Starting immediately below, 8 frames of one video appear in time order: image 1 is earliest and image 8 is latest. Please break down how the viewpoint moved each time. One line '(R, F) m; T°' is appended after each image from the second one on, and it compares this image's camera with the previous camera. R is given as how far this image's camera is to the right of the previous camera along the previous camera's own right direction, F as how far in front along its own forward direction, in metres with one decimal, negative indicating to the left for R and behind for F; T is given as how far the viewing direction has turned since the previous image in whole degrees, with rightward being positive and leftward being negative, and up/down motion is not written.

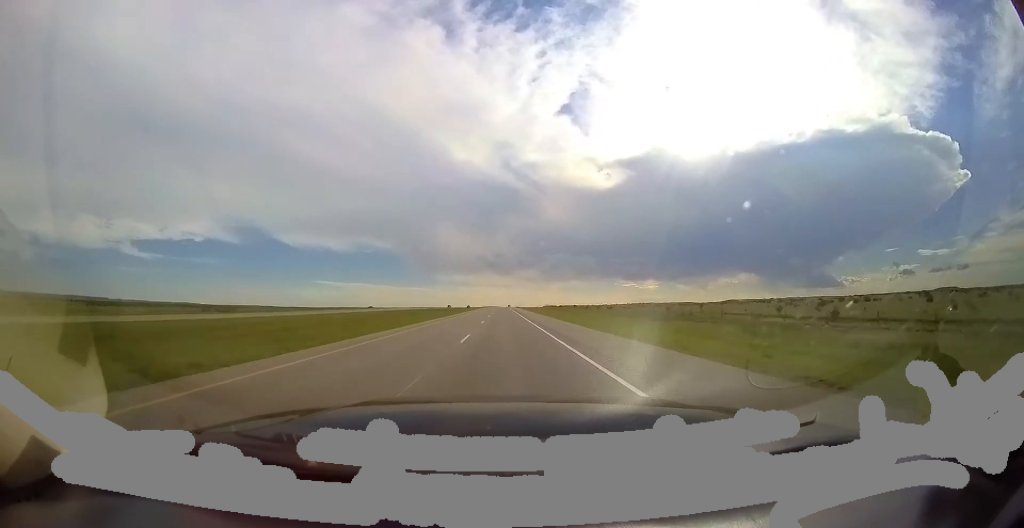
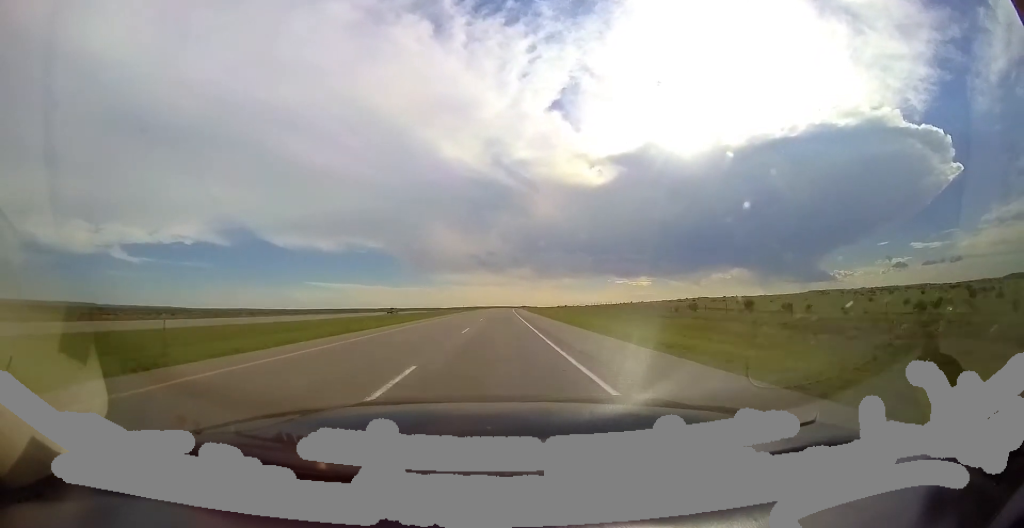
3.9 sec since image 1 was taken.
(+0.2, +140.8) m; +1°
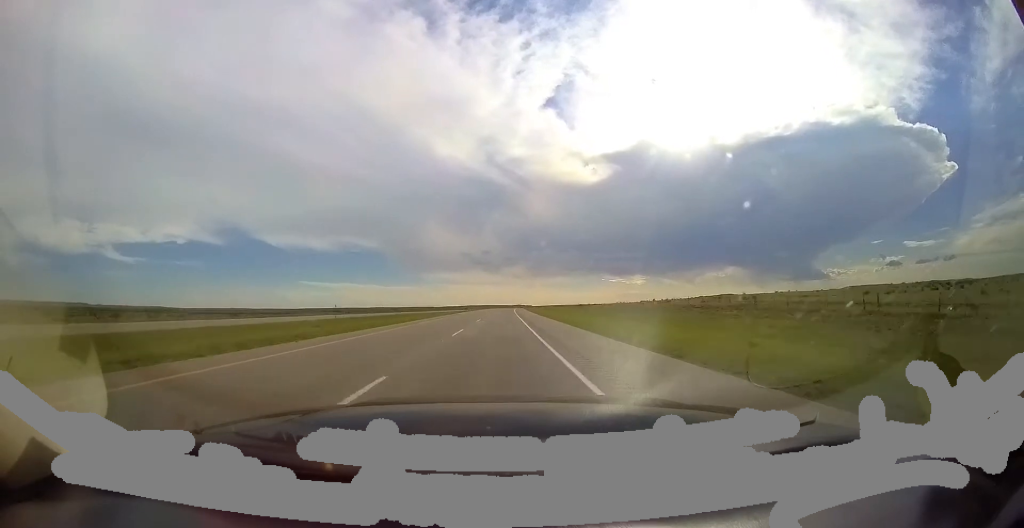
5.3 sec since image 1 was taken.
(-0.2, +50.1) m; +1°
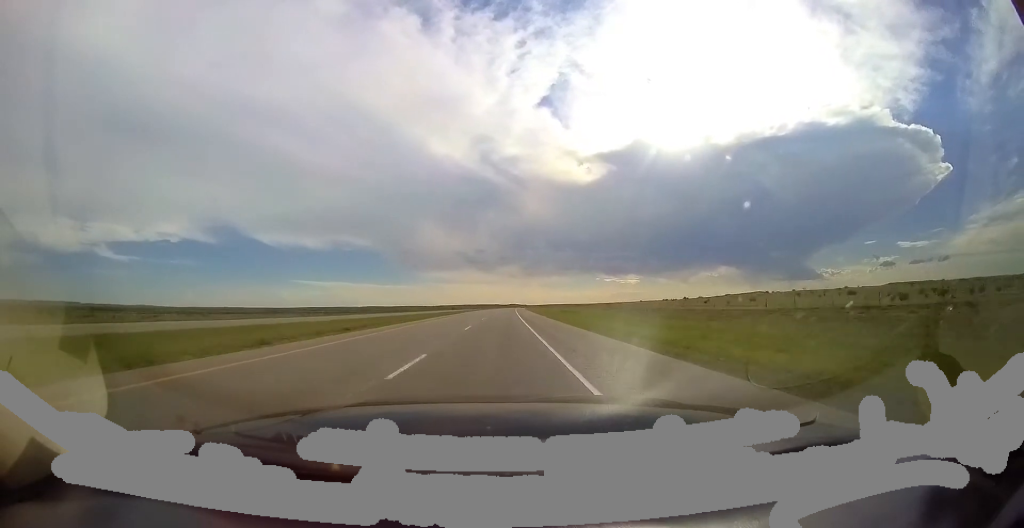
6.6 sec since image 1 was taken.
(+1.2, +45.3) m; +2°
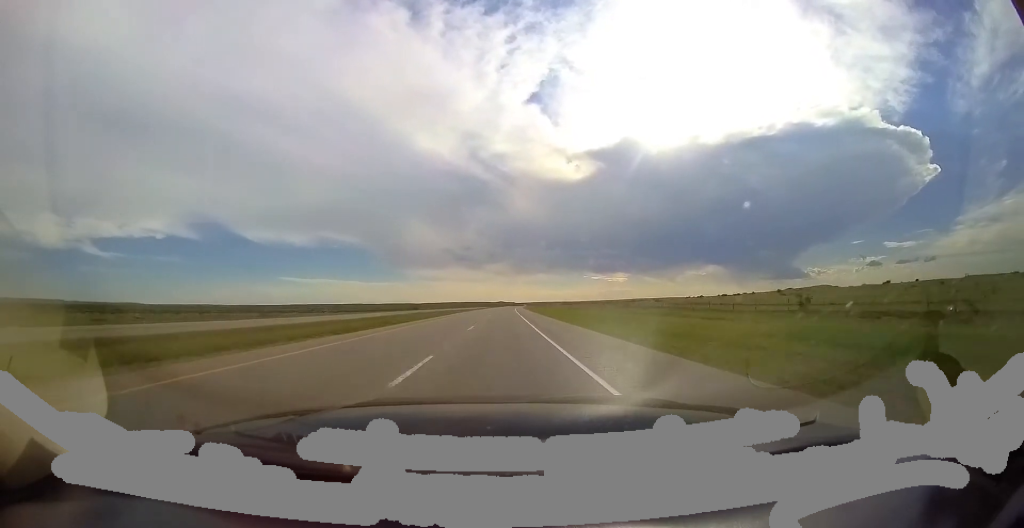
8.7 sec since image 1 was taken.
(+1.1, +74.1) m; +1°
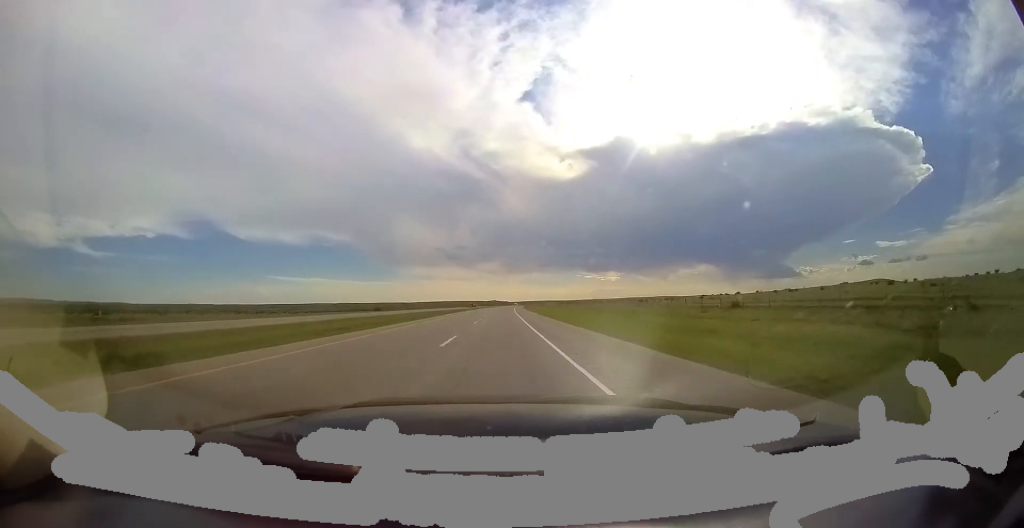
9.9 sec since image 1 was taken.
(+0.3, +43.2) m; +1°
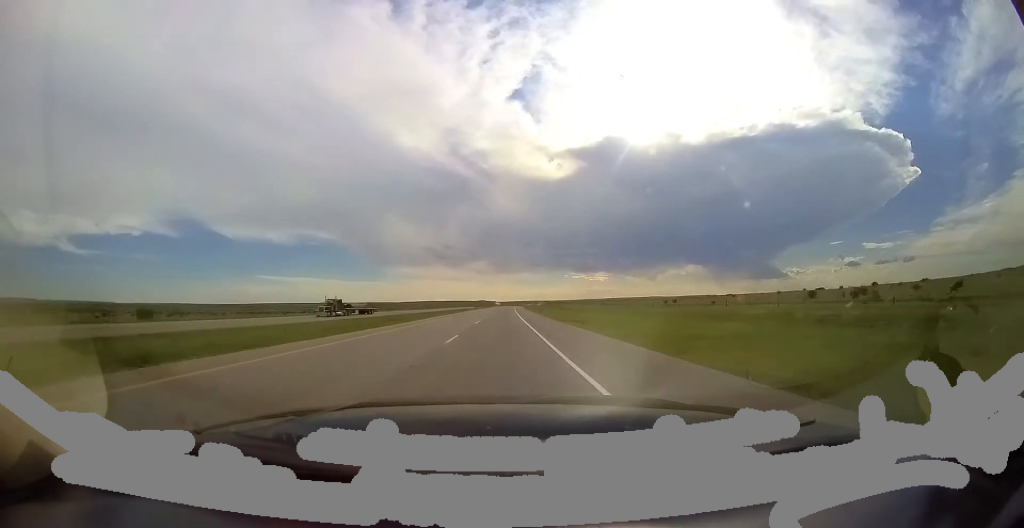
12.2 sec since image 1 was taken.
(+1.3, +84.4) m; +2°
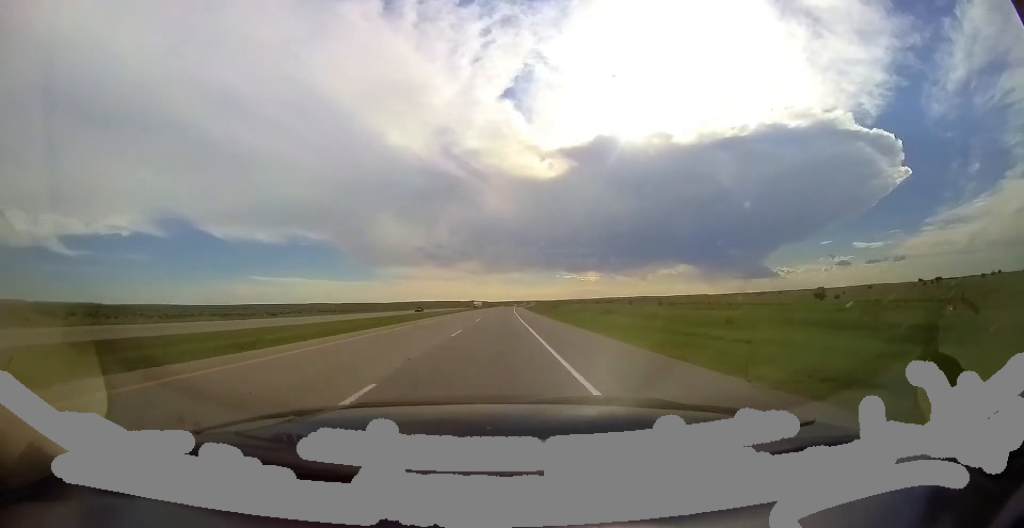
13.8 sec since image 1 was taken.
(+0.9, +58.2) m; +2°
